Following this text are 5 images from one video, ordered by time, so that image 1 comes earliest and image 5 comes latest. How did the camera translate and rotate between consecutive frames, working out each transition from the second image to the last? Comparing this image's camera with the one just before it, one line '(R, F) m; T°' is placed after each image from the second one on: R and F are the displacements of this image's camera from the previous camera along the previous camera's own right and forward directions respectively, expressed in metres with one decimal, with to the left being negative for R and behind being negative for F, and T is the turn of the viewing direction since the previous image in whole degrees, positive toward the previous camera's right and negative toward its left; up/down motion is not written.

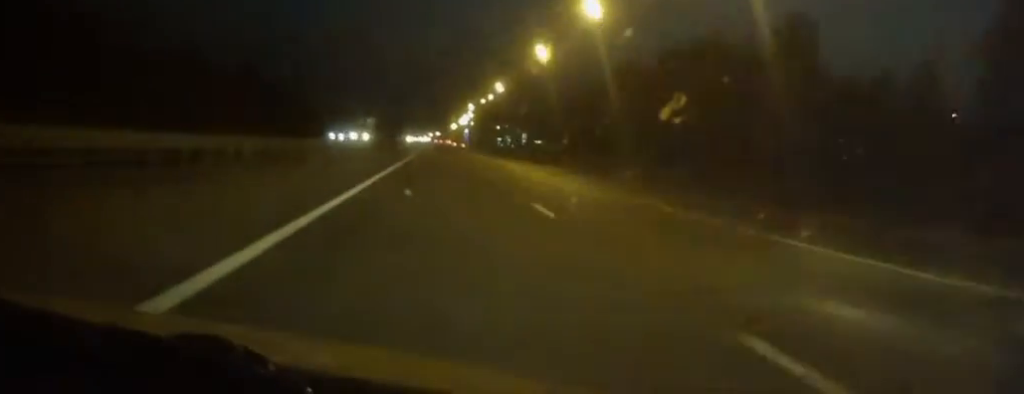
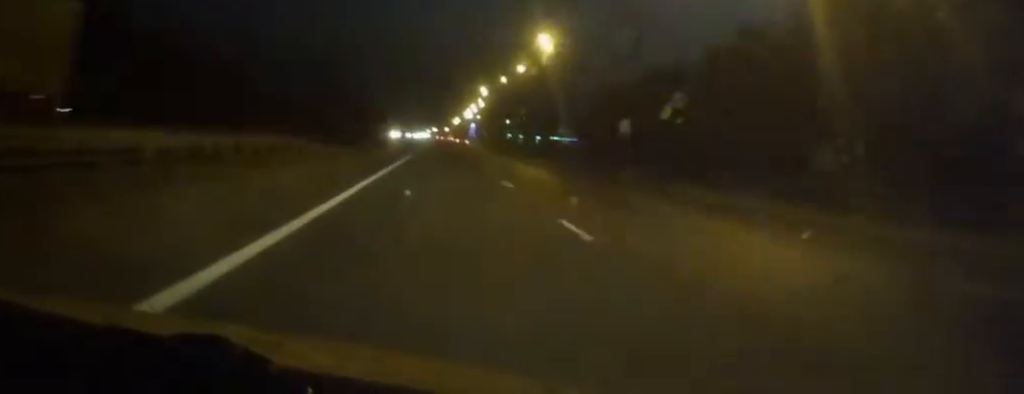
(-0.3, +63.3) m; 0°
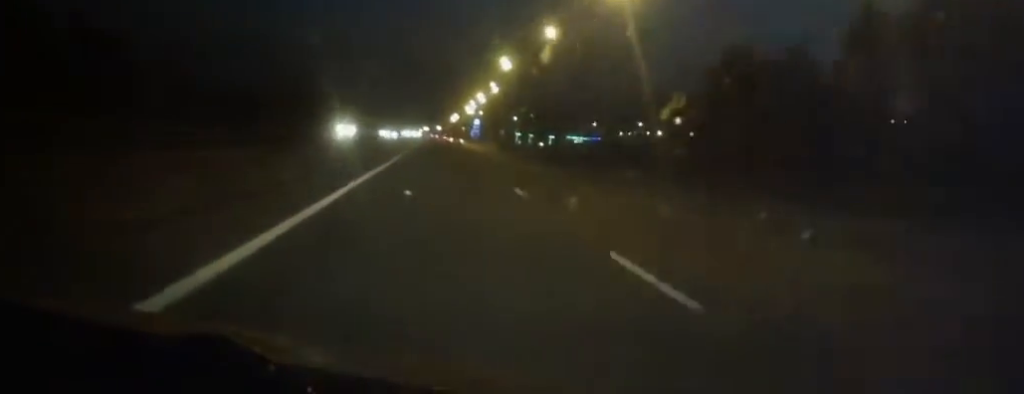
(+0.6, +65.3) m; 0°
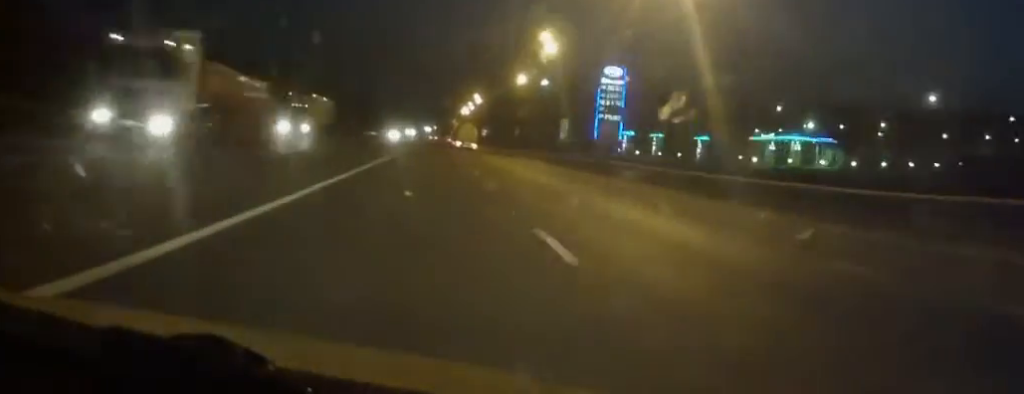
(0.0, +207.0) m; 0°
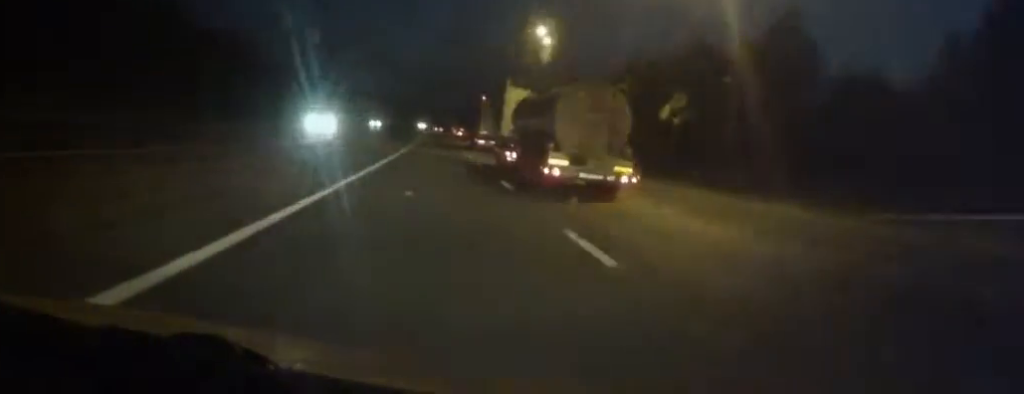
(-0.5, +279.2) m; 0°
